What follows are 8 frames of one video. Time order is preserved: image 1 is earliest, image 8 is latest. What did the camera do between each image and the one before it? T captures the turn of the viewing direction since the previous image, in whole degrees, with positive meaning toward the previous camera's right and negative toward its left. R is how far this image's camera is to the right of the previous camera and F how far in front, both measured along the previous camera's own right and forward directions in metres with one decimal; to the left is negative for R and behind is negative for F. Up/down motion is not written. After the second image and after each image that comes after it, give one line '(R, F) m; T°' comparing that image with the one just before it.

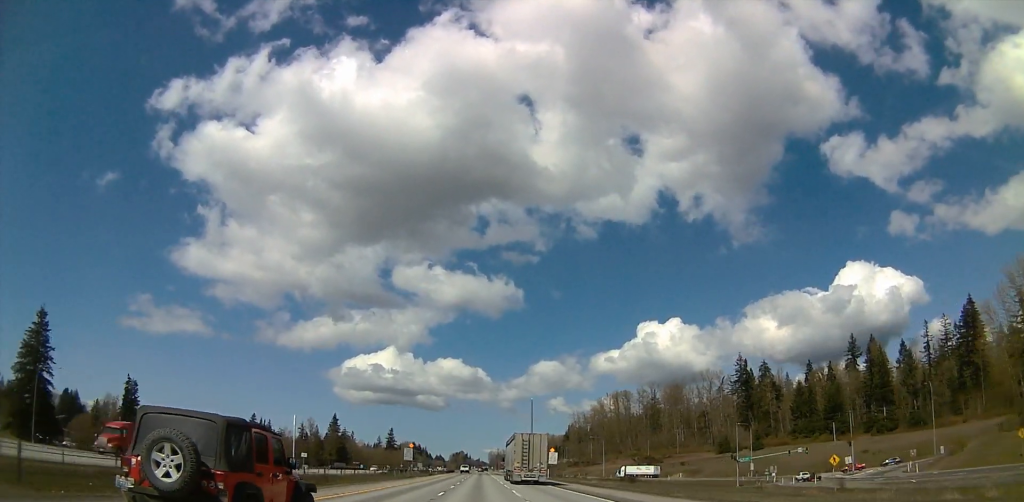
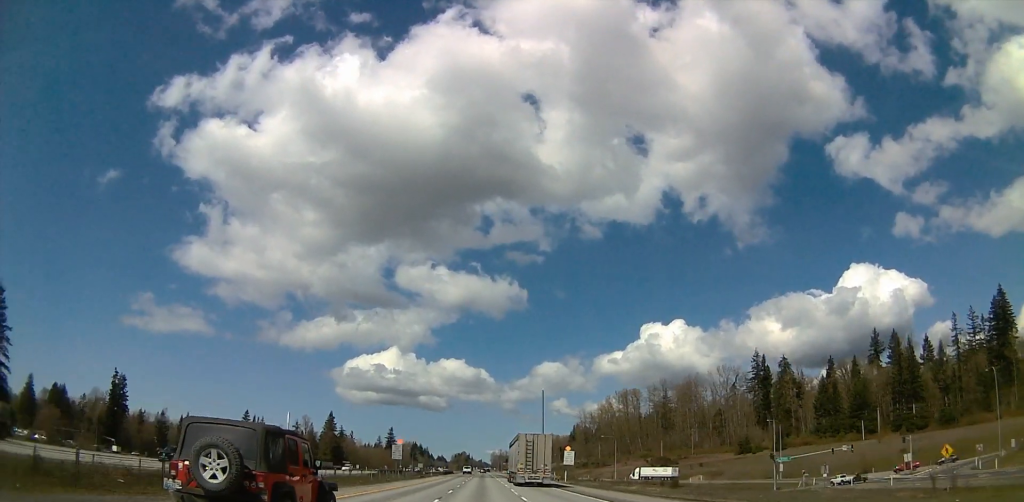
(-0.3, +18.4) m; -1°
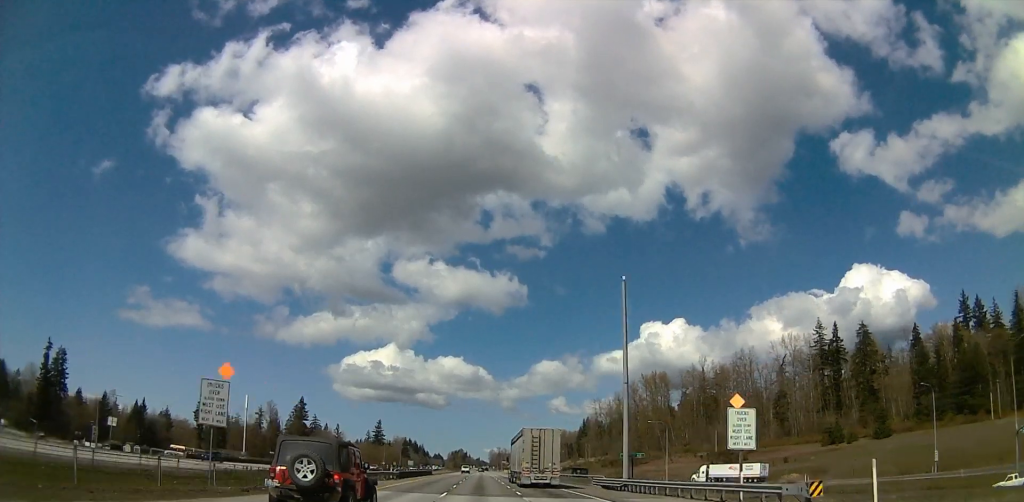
(+1.7, +67.9) m; +2°
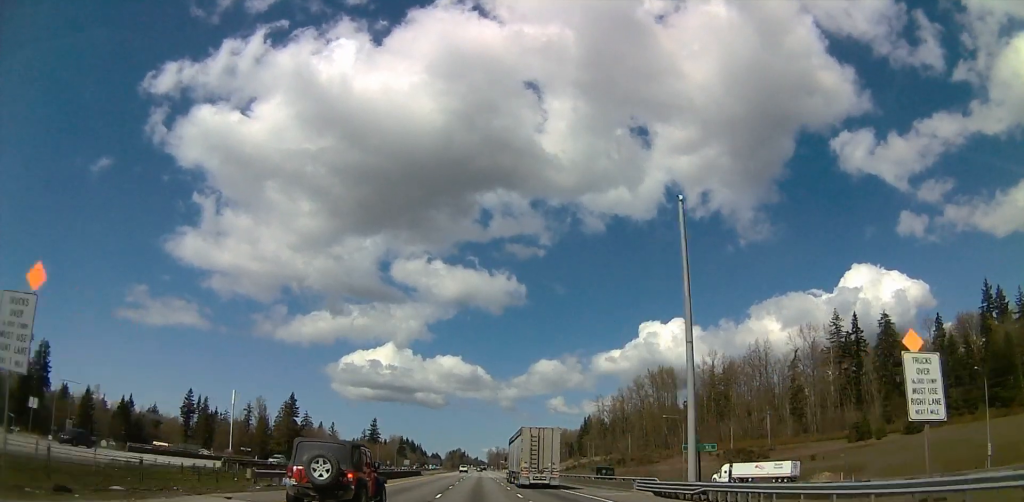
(-0.2, +15.4) m; 0°
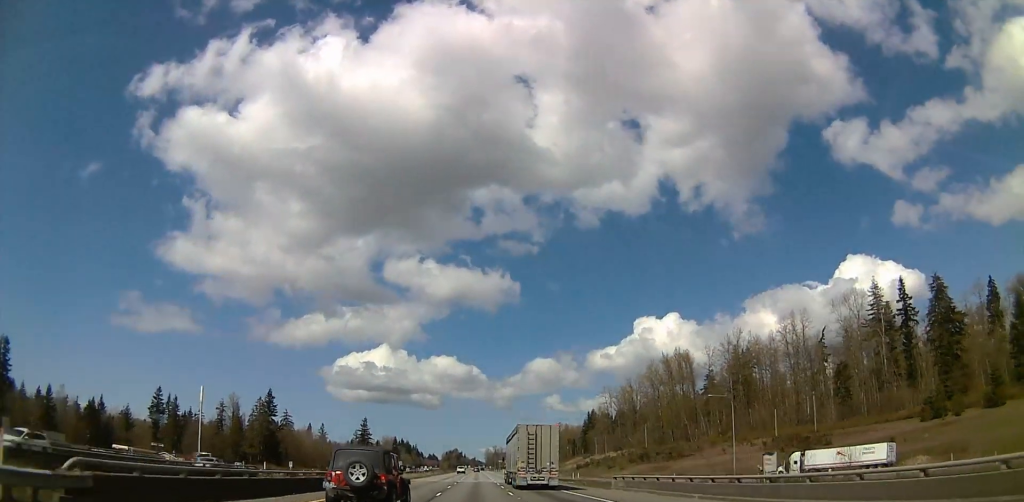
(-0.1, +32.8) m; 0°
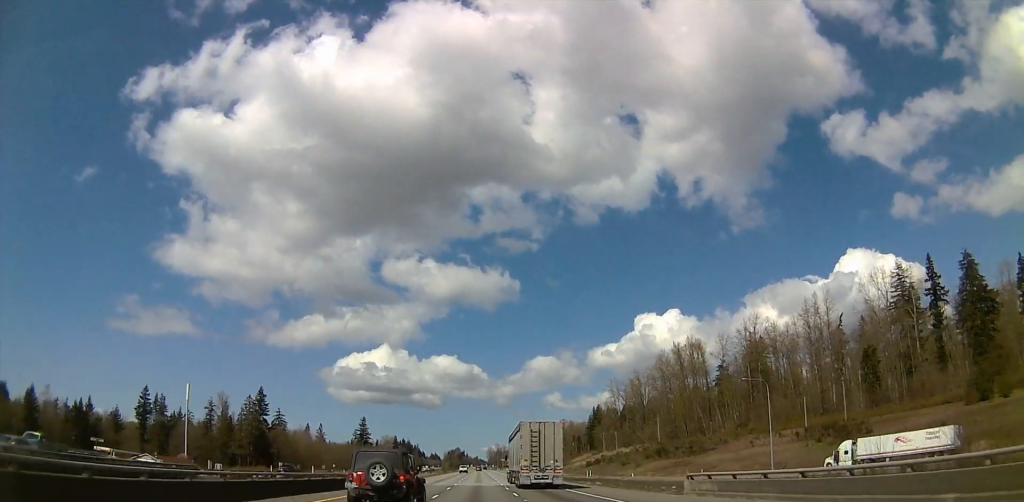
(0.0, +15.2) m; 0°
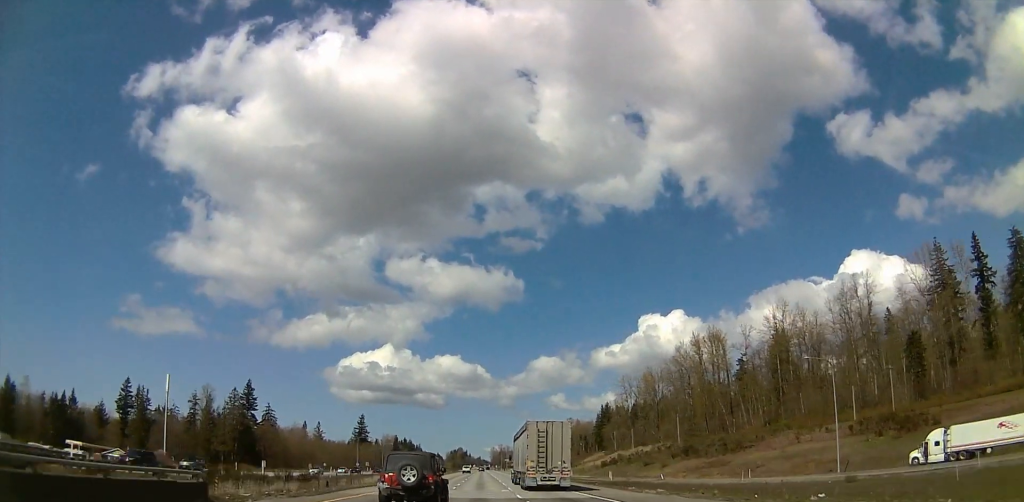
(0.0, +20.2) m; 0°
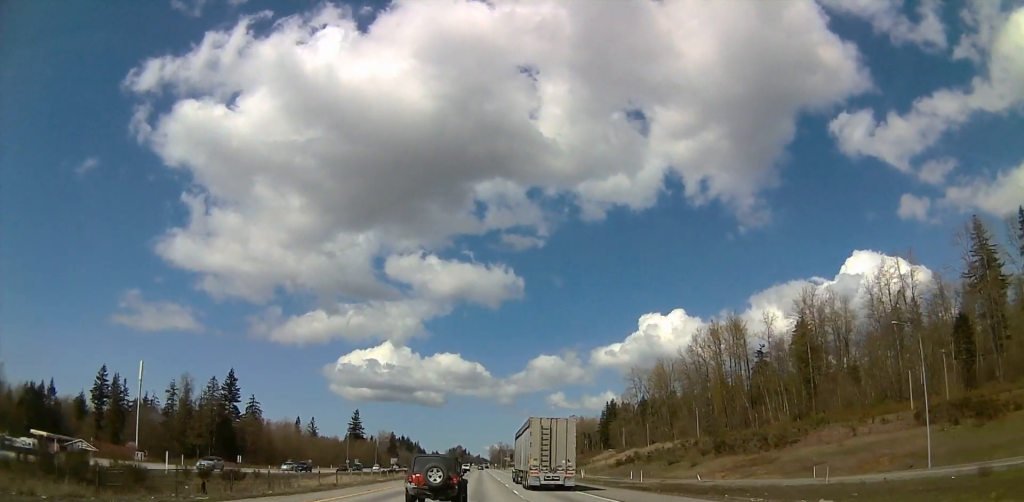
(0.0, +20.2) m; 0°
